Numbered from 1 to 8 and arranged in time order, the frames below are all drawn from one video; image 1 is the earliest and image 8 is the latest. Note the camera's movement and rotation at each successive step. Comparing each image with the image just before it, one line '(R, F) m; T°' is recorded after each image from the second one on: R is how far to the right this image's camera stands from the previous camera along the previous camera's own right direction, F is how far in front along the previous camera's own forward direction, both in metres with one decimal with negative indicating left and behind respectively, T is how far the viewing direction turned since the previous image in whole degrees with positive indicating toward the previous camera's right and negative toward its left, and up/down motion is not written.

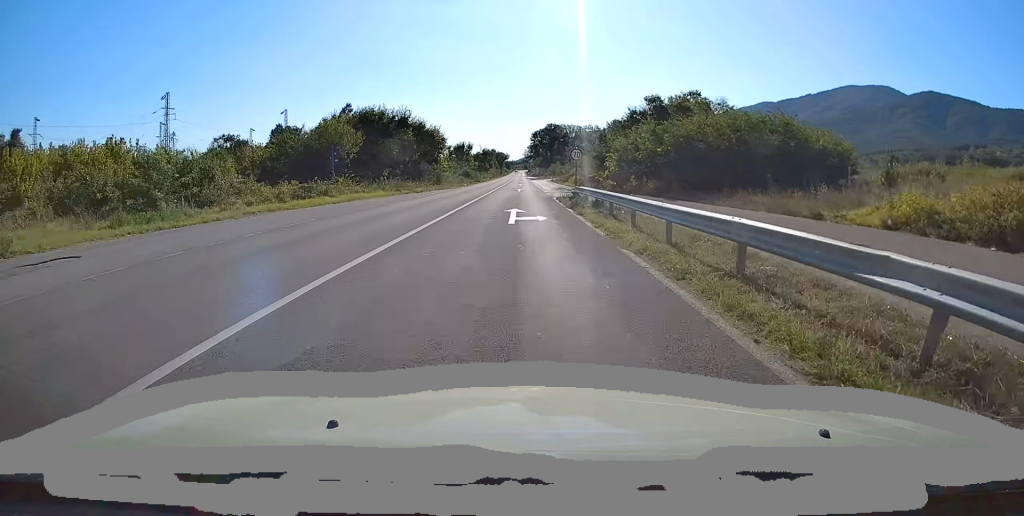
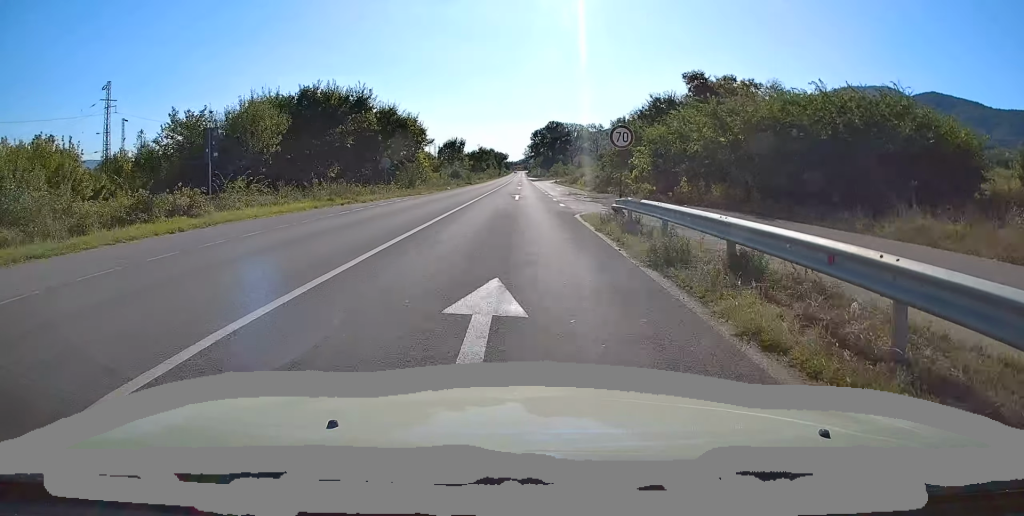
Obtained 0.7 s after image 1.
(0.0, +16.0) m; +1°
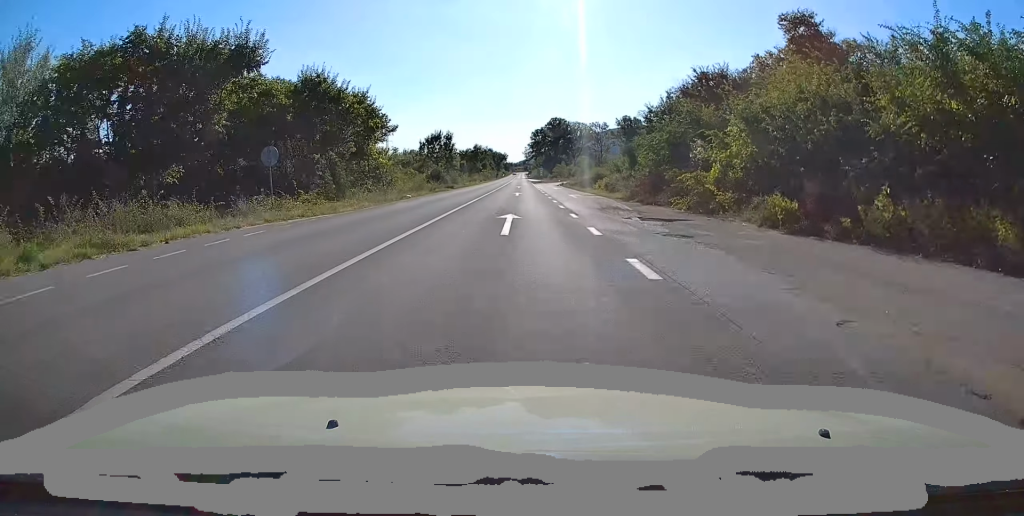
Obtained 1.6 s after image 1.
(+0.2, +19.5) m; 0°
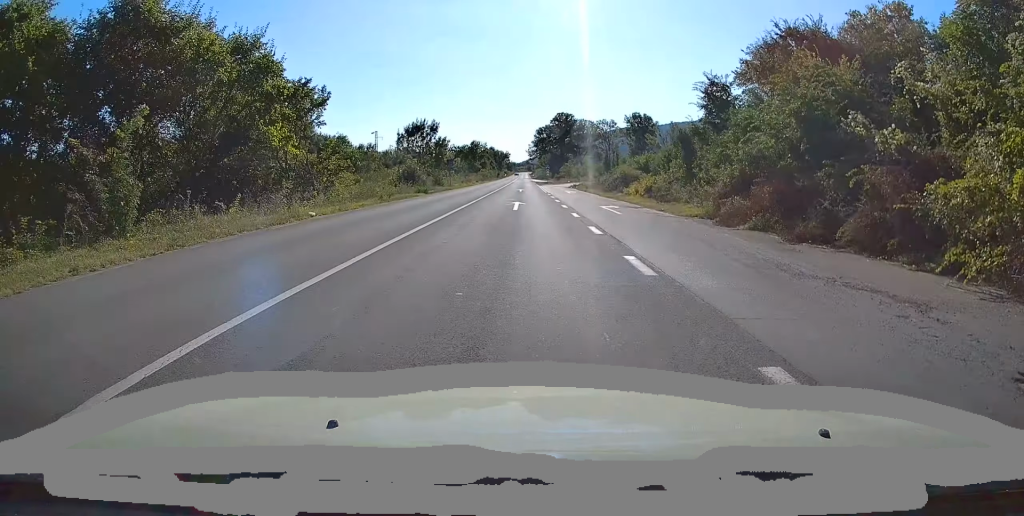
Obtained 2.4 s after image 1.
(-0.1, +17.9) m; -1°
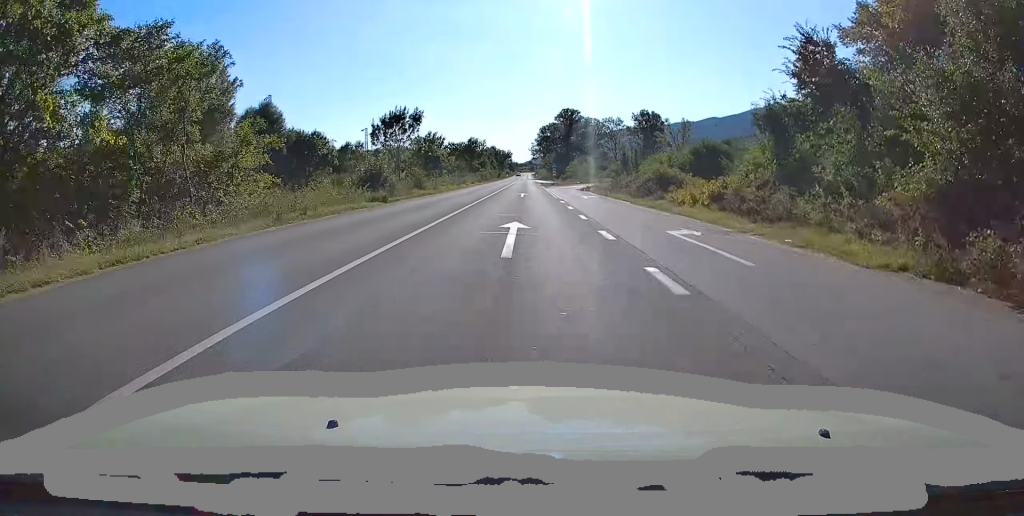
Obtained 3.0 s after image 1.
(-0.2, +13.3) m; -1°
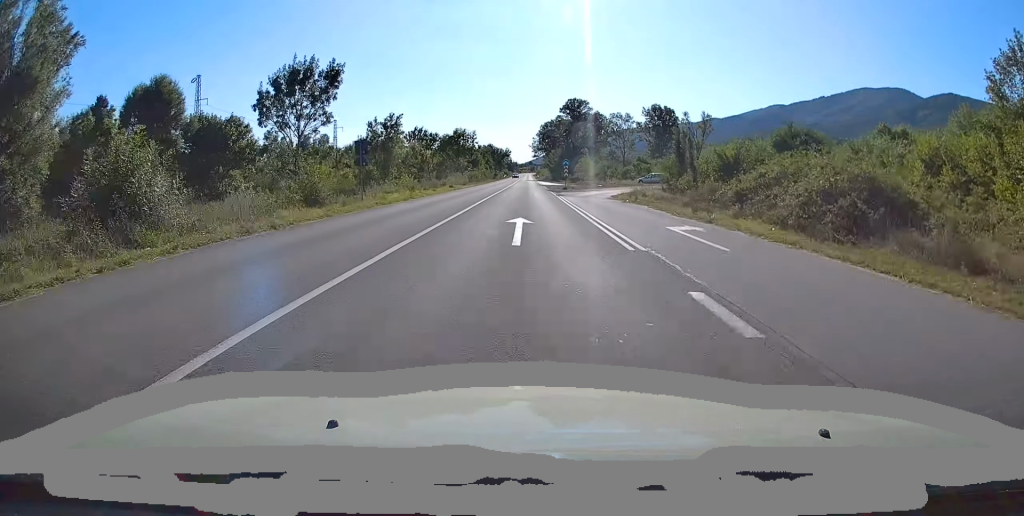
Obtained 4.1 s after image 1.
(+0.1, +25.8) m; 0°
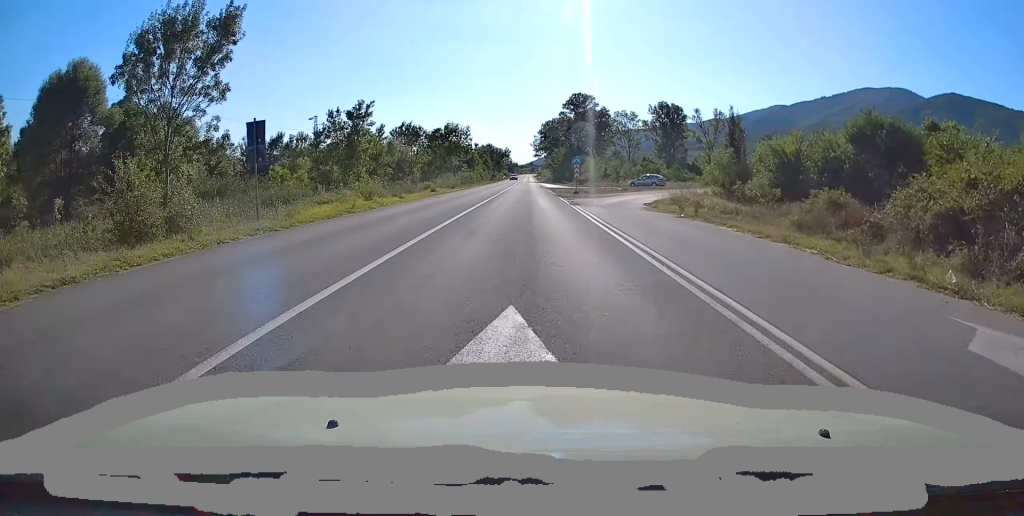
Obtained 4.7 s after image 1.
(0.0, +12.5) m; 0°
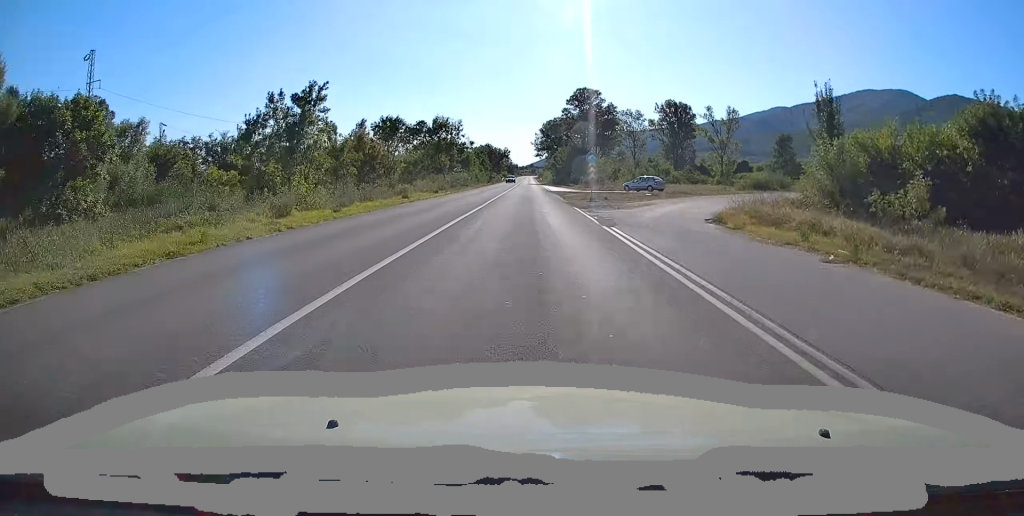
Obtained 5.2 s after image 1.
(0.0, +11.8) m; 0°
